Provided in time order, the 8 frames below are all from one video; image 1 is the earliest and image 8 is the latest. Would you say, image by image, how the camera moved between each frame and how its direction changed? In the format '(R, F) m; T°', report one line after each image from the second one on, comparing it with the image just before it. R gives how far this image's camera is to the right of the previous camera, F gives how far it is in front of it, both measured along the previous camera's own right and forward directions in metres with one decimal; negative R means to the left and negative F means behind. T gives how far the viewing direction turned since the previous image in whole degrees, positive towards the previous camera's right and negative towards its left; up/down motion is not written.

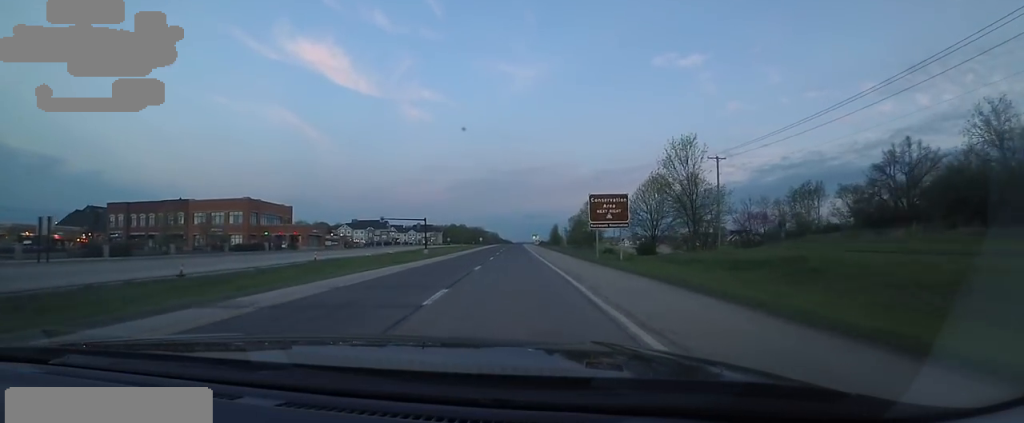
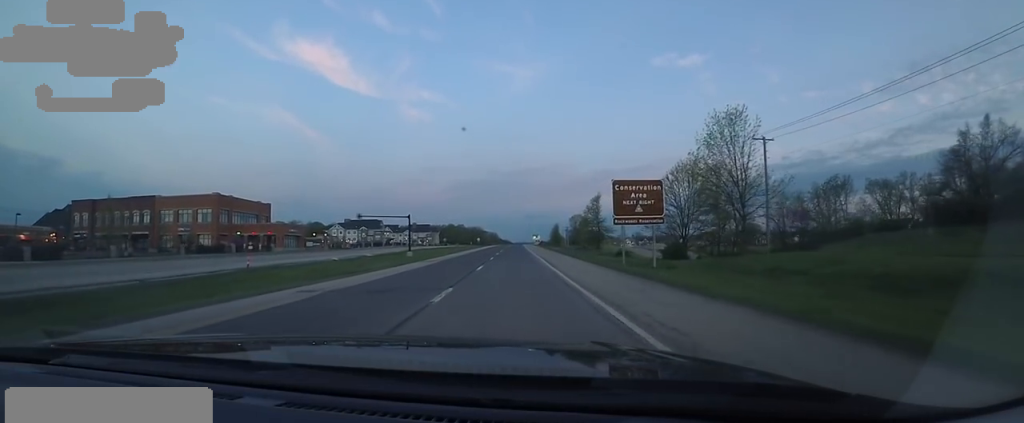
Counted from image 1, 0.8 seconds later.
(+0.4, +11.5) m; +1°
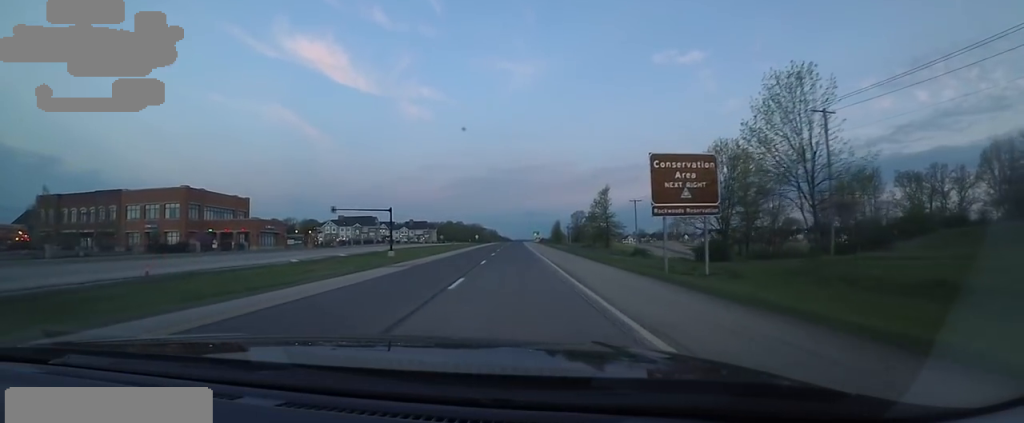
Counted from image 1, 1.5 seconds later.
(+0.2, +9.8) m; +1°
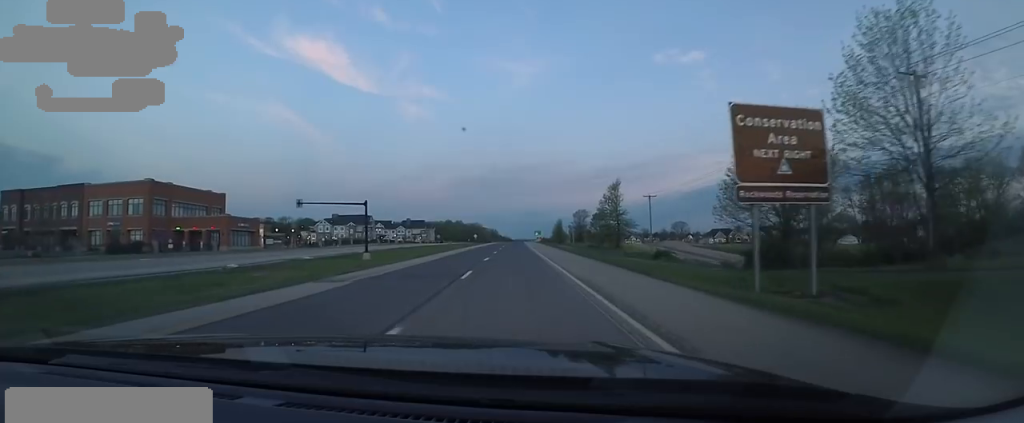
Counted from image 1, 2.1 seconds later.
(-0.5, +9.2) m; +1°
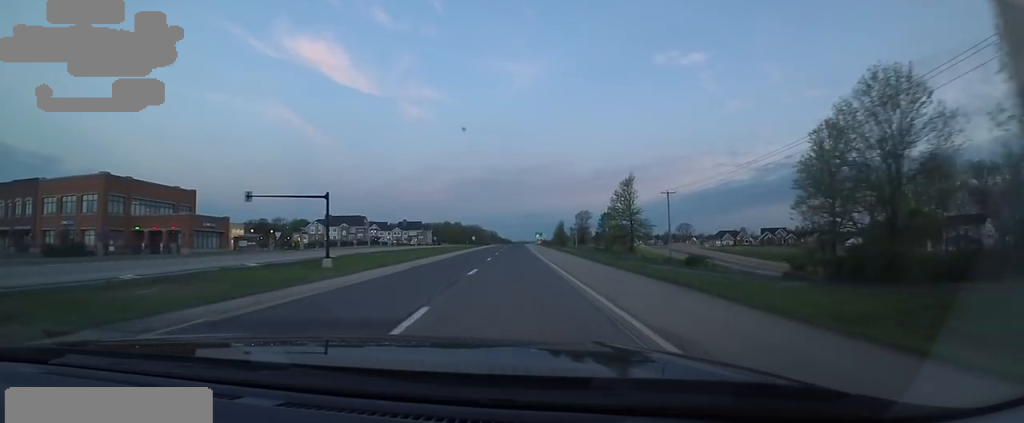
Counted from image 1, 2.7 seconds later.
(+0.4, +9.4) m; -1°
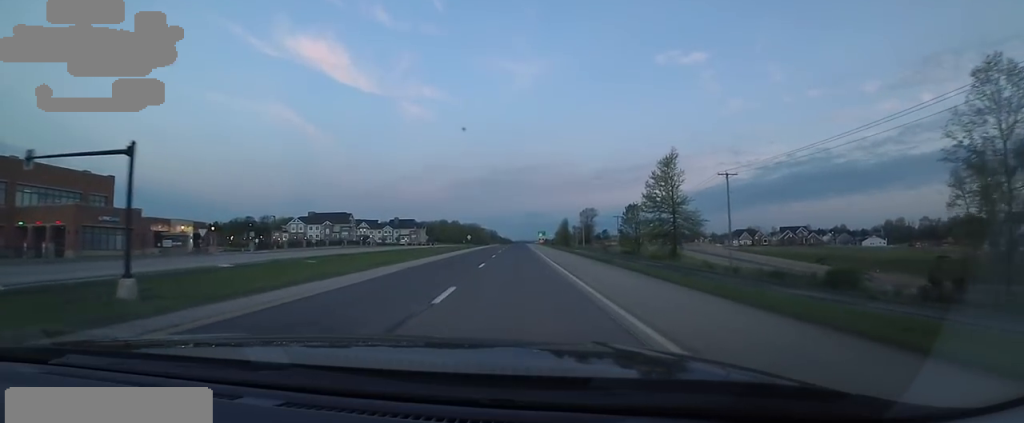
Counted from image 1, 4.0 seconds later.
(-0.6, +19.6) m; -5°
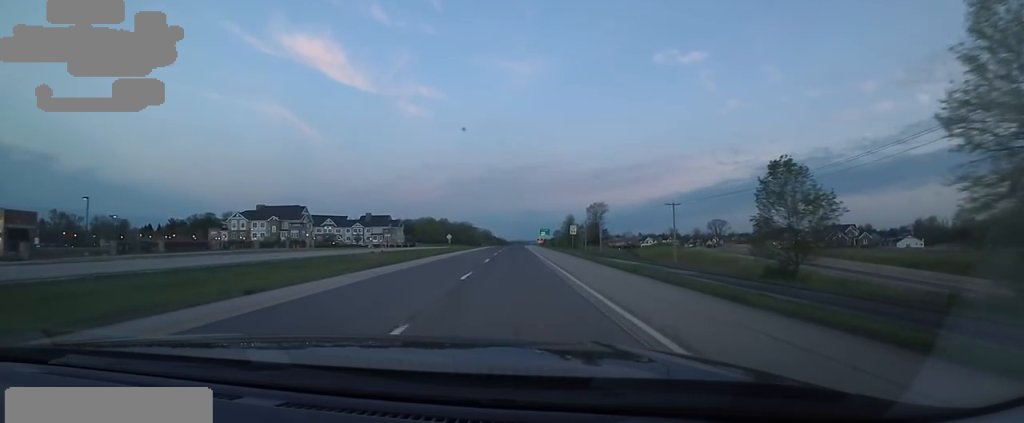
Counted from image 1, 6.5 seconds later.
(+2.0, +42.3) m; +4°
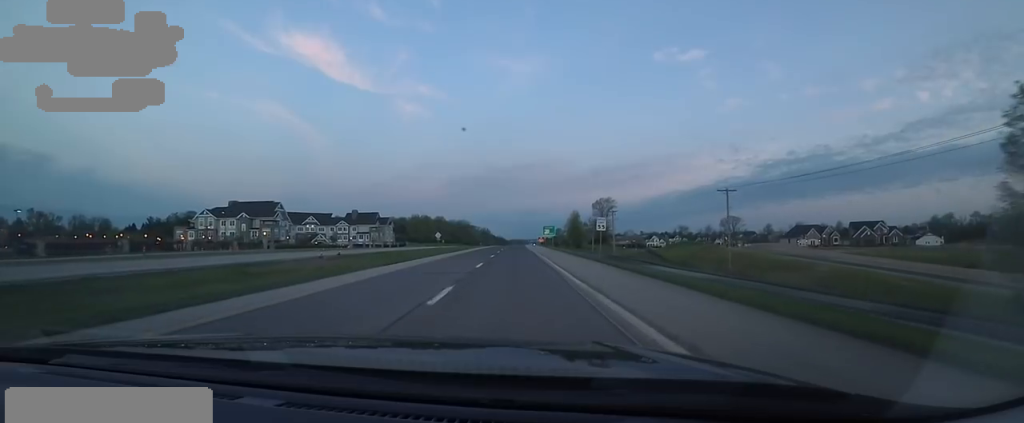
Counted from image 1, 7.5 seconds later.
(-0.8, +18.5) m; 0°
